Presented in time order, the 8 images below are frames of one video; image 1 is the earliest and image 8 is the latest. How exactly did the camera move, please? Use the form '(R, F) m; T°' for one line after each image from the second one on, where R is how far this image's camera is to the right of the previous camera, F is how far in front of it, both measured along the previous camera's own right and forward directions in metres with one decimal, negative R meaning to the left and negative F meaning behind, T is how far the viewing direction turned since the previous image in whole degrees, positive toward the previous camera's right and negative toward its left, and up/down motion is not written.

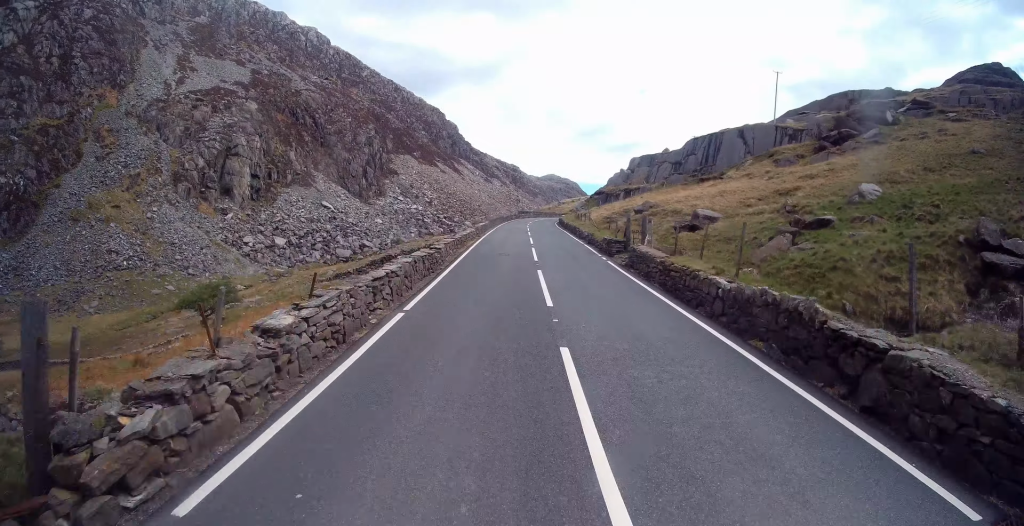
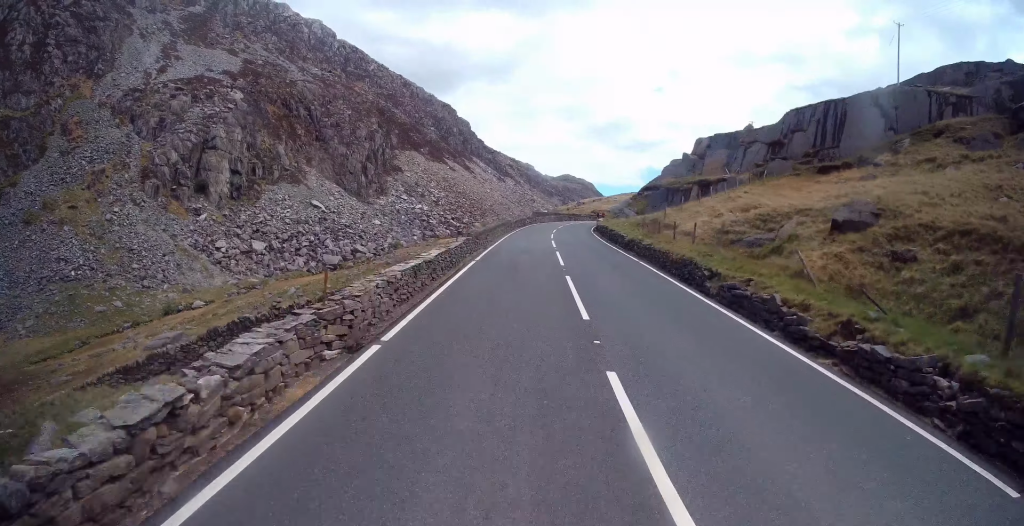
(-0.1, +27.0) m; 0°
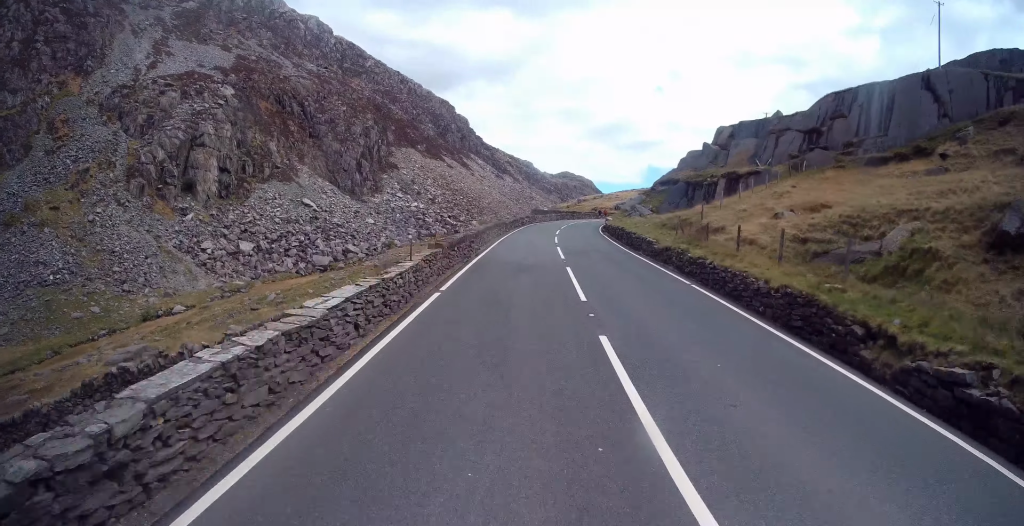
(0.0, +7.0) m; 0°
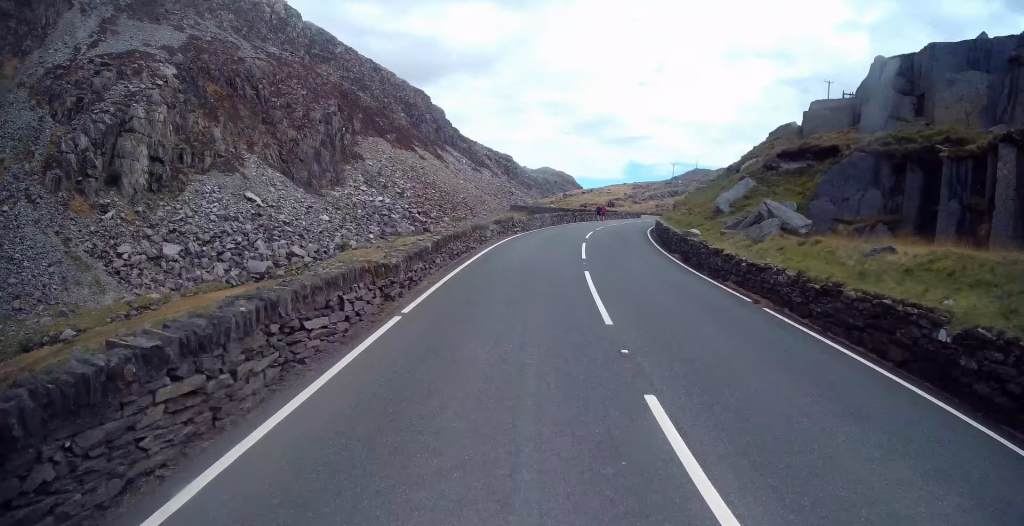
(+0.6, +30.2) m; +2°
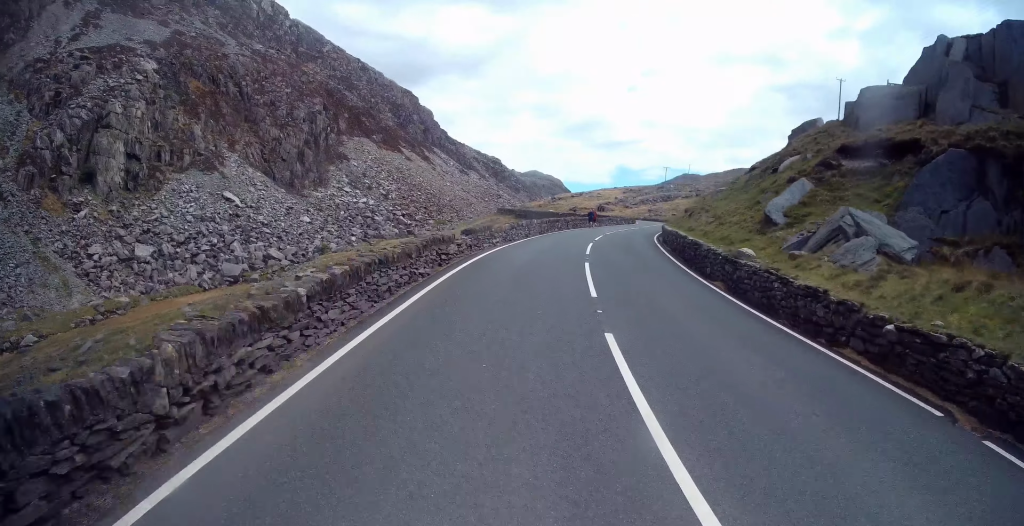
(+0.2, +6.9) m; 0°
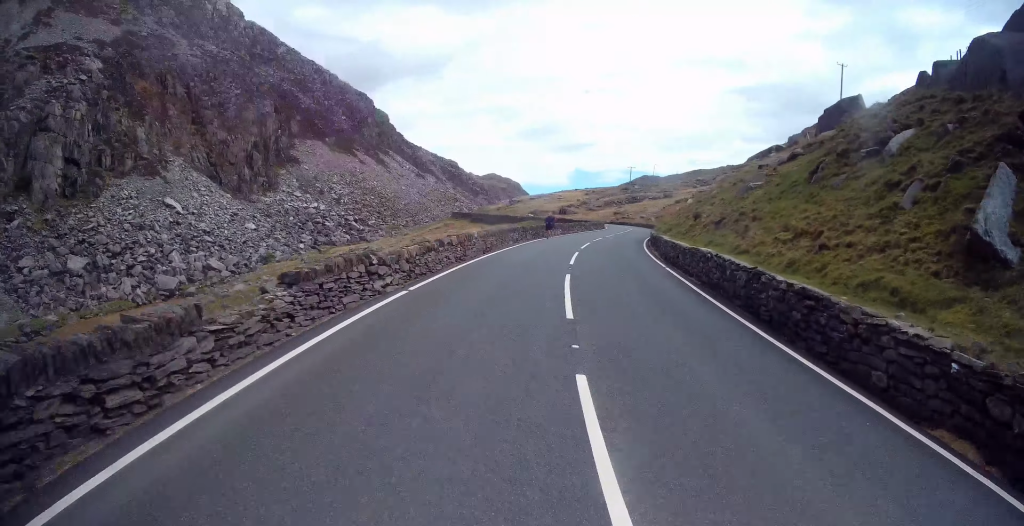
(-0.4, +11.3) m; +3°
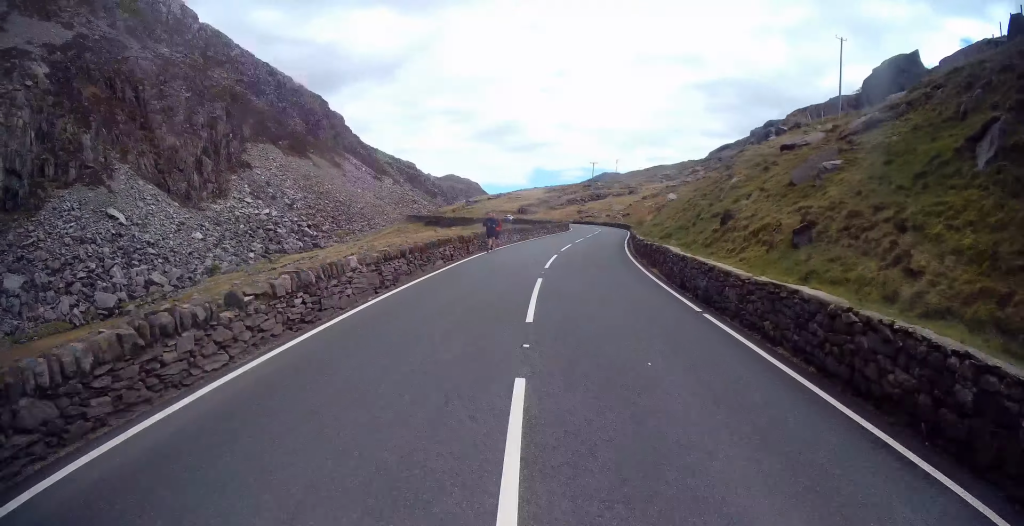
(+0.6, +9.2) m; +4°
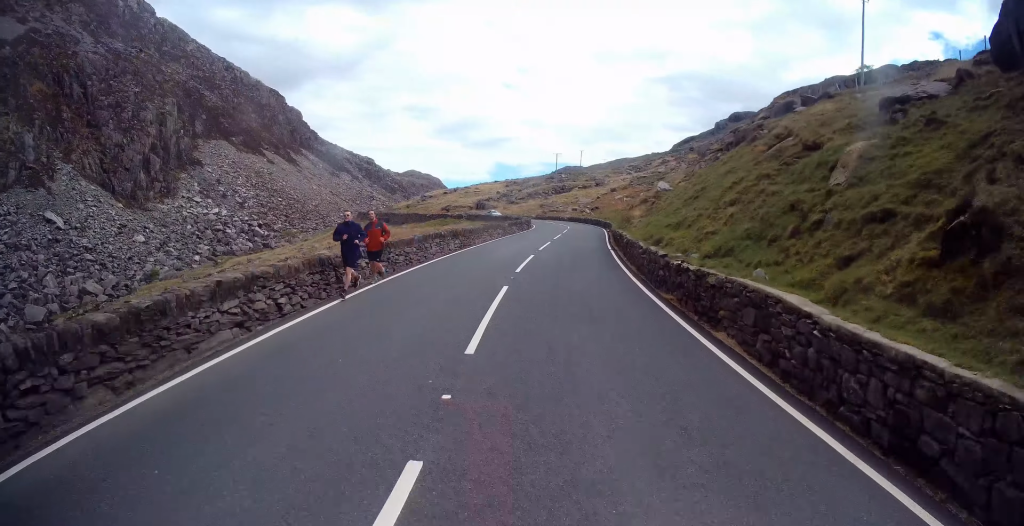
(+0.6, +11.1) m; +4°
